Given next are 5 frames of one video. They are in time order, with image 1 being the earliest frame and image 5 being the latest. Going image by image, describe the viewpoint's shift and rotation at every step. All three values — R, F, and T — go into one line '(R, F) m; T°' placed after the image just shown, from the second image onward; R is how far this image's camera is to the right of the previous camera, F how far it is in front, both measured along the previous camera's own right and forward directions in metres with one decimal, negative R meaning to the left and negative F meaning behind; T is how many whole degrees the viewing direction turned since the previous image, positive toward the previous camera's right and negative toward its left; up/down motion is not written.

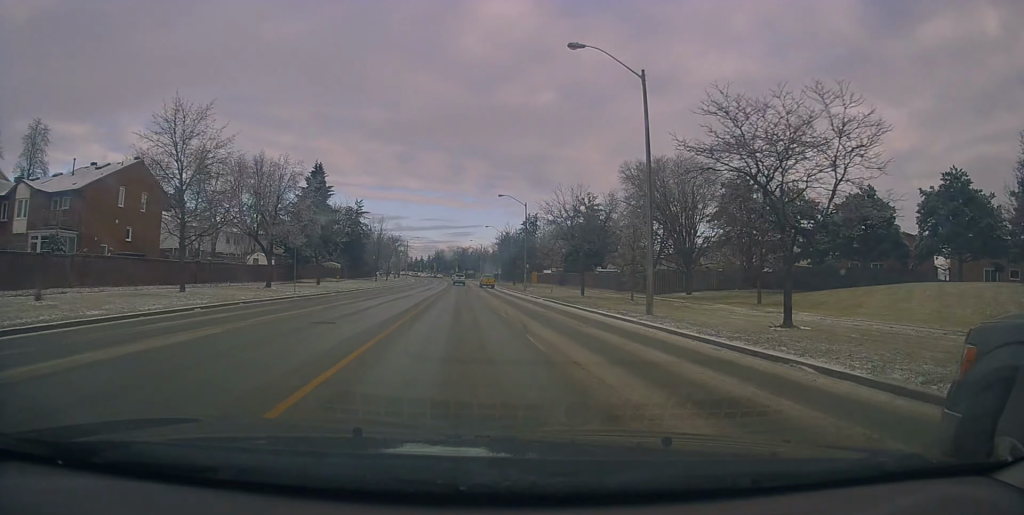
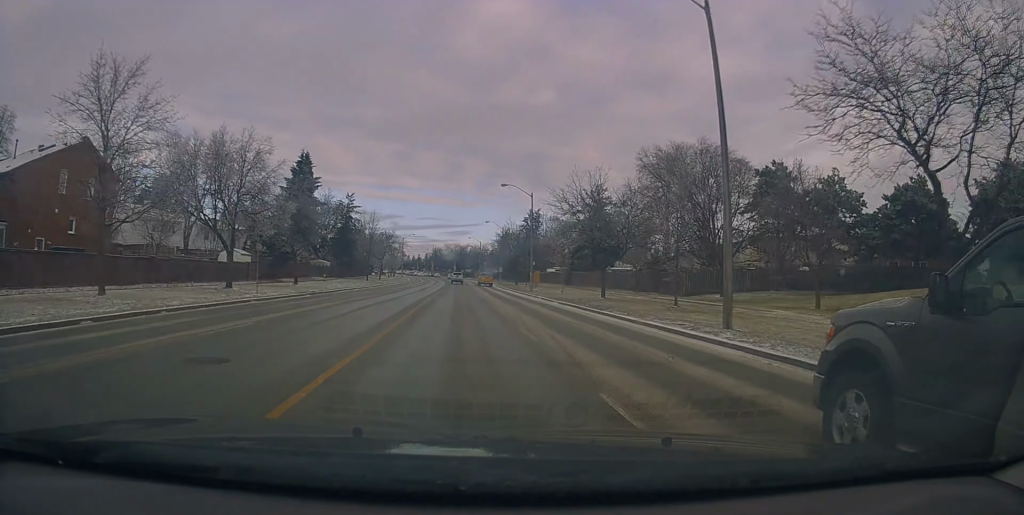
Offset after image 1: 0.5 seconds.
(0.0, +6.7) m; 0°
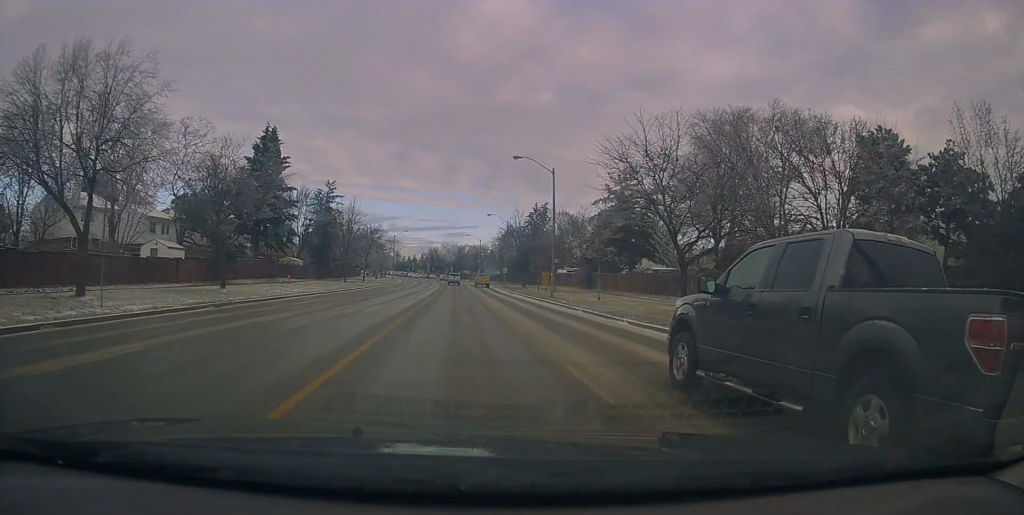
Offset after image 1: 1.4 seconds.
(0.0, +14.1) m; 0°
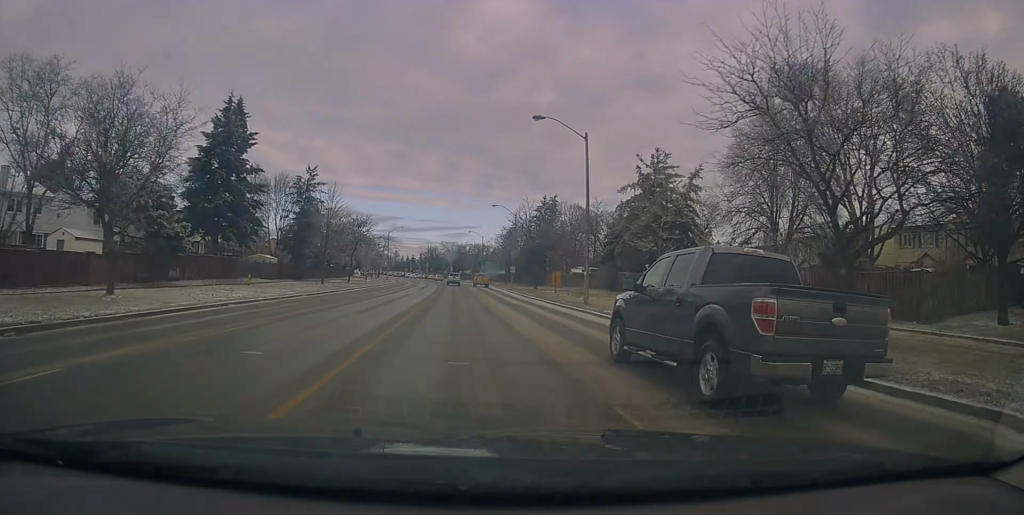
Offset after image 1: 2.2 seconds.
(0.0, +11.6) m; 0°
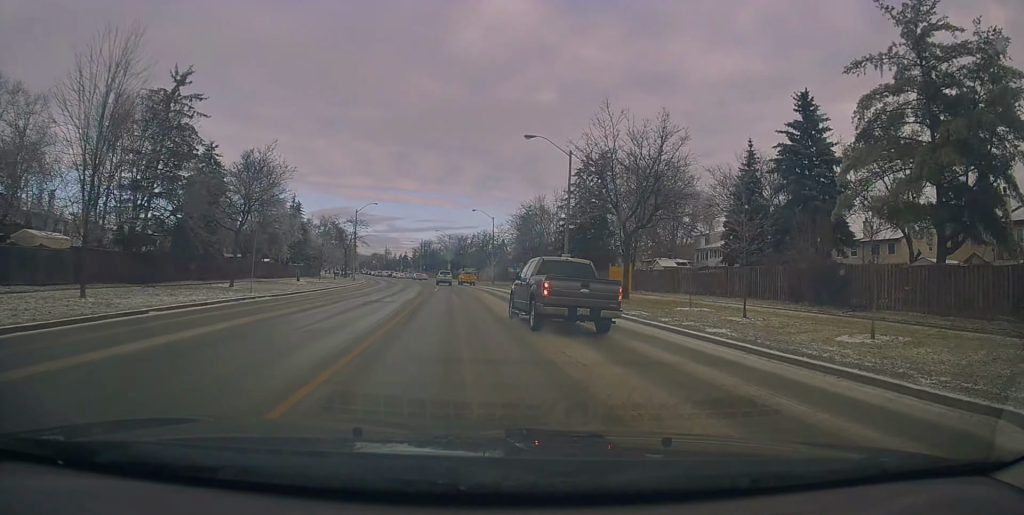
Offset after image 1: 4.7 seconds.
(-0.9, +38.2) m; 0°
